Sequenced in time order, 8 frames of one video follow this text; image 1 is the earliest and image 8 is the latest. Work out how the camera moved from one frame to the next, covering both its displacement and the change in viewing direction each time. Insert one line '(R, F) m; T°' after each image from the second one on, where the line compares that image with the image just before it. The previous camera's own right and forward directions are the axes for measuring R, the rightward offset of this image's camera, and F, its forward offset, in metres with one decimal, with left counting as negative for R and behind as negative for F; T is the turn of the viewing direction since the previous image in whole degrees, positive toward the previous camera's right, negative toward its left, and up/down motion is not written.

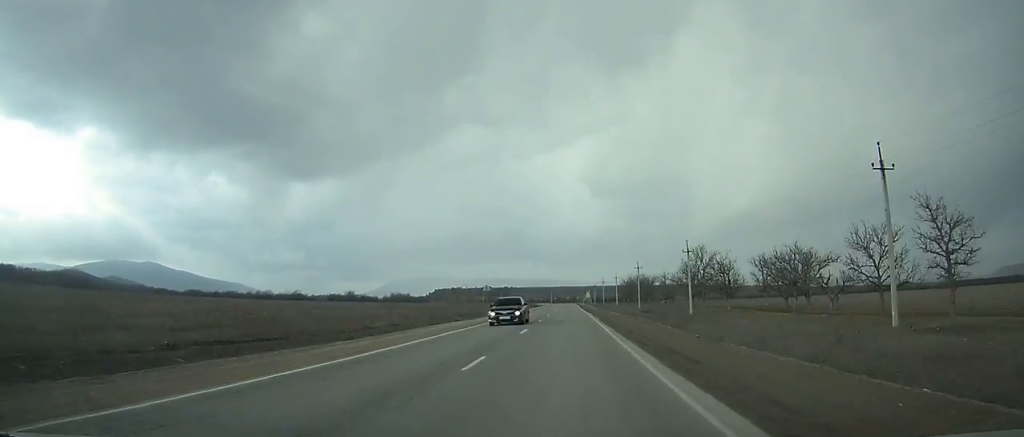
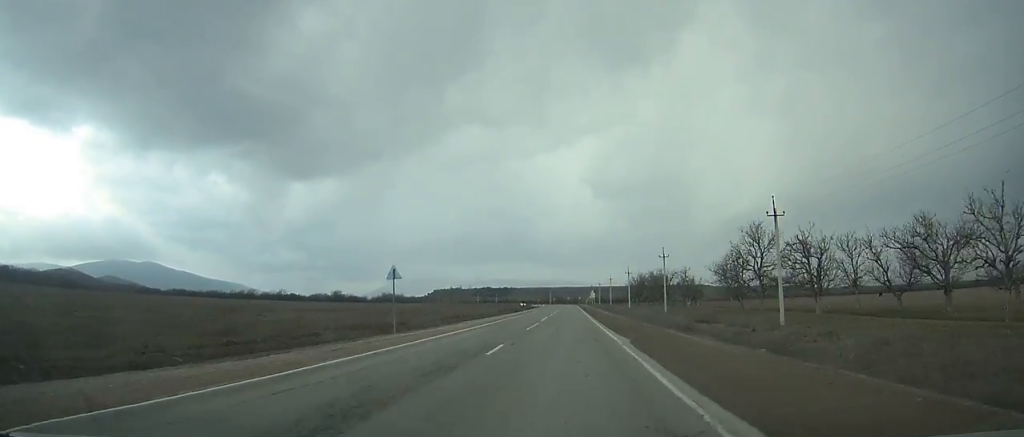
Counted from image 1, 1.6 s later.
(+0.1, +33.5) m; 0°
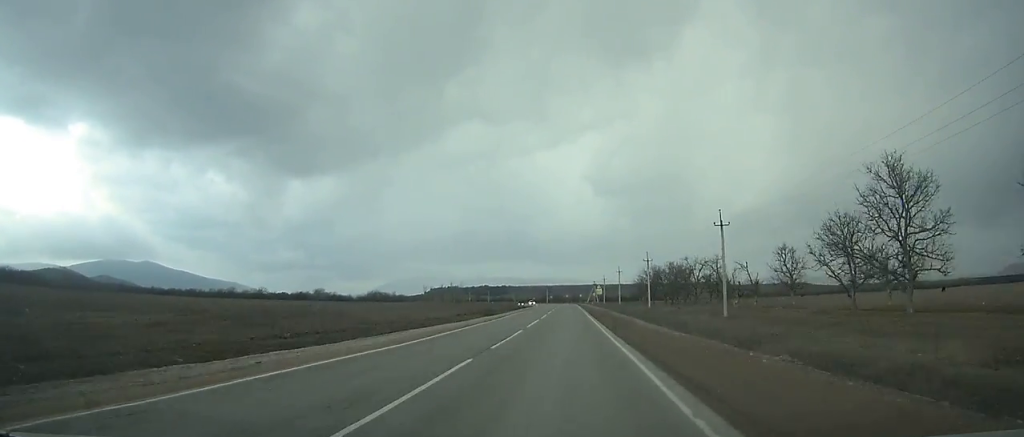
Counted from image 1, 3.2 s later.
(-0.1, +35.0) m; 0°
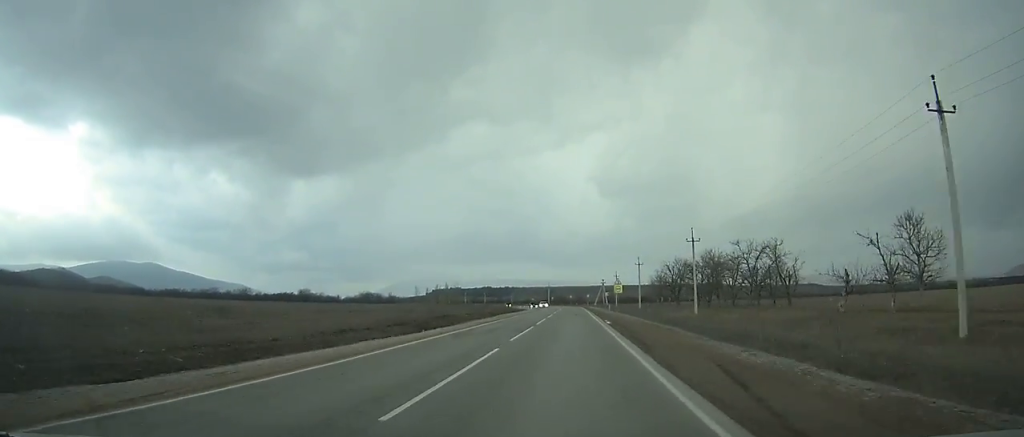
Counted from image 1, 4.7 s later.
(-0.1, +32.9) m; 0°
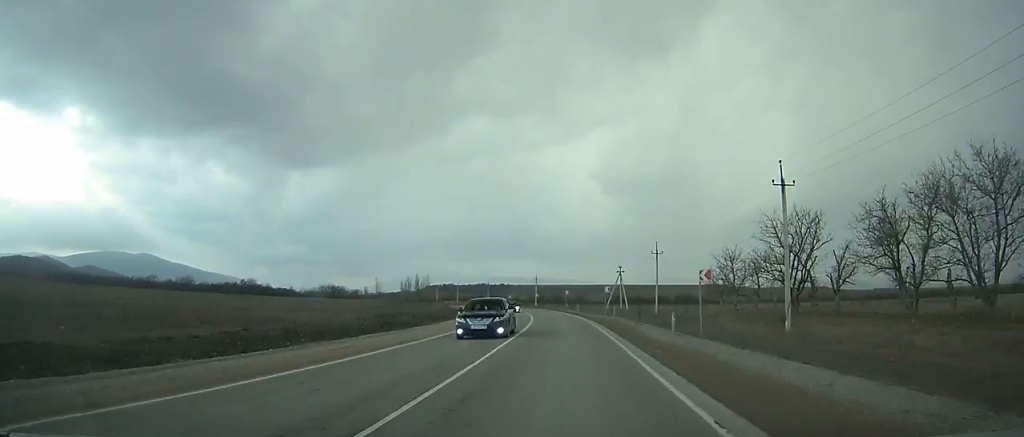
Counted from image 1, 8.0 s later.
(-0.5, +74.9) m; -4°
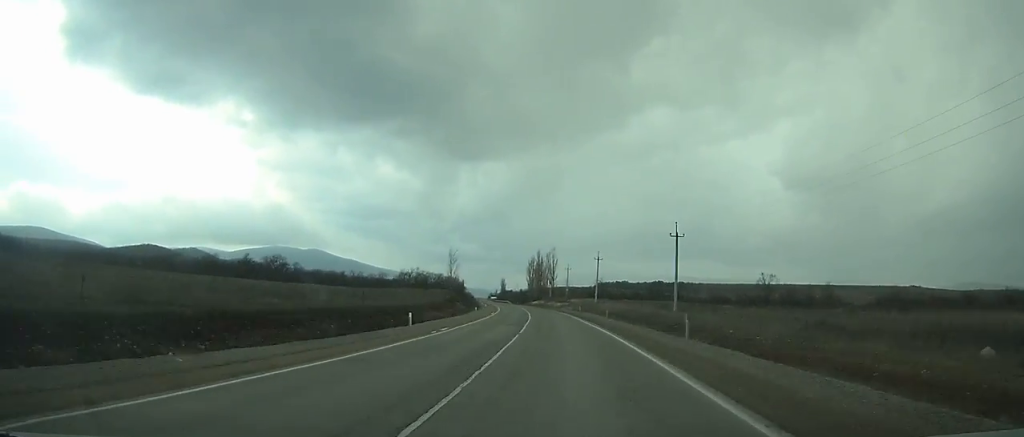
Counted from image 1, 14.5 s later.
(-23.2, +151.6) m; -16°
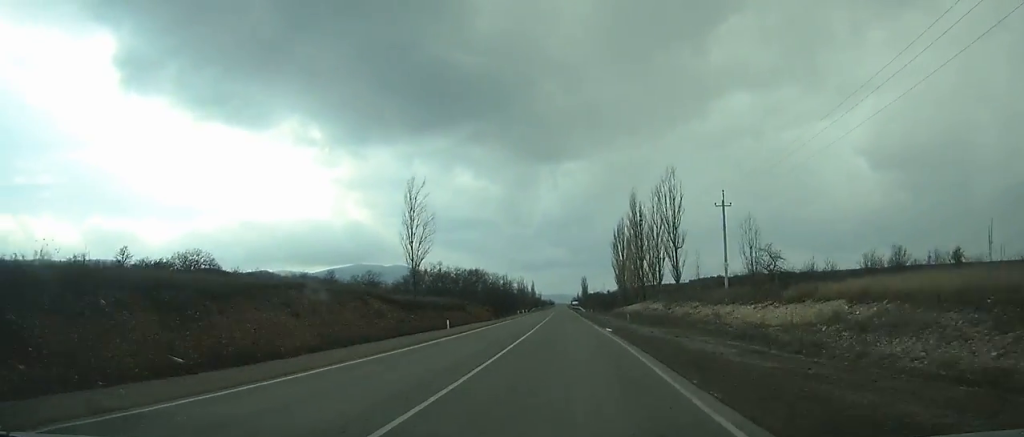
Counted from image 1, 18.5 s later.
(-6.3, +99.5) m; -6°
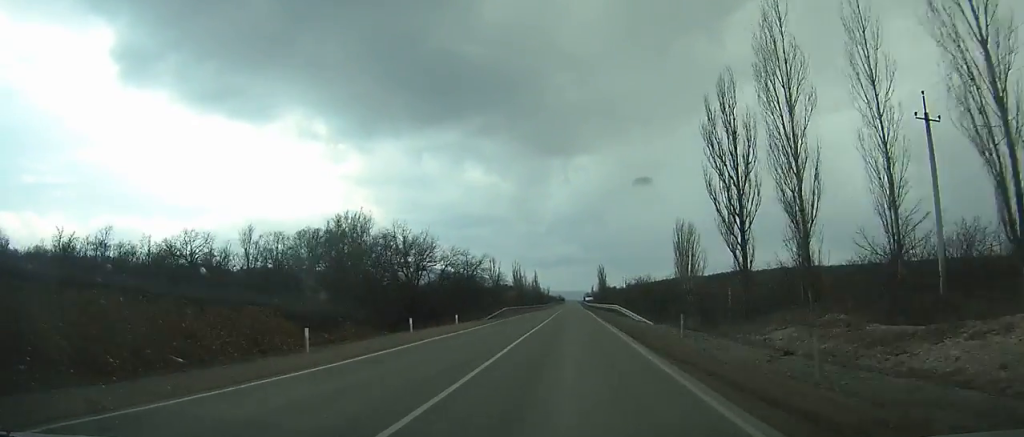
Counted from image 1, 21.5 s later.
(-1.6, +77.3) m; -1°
